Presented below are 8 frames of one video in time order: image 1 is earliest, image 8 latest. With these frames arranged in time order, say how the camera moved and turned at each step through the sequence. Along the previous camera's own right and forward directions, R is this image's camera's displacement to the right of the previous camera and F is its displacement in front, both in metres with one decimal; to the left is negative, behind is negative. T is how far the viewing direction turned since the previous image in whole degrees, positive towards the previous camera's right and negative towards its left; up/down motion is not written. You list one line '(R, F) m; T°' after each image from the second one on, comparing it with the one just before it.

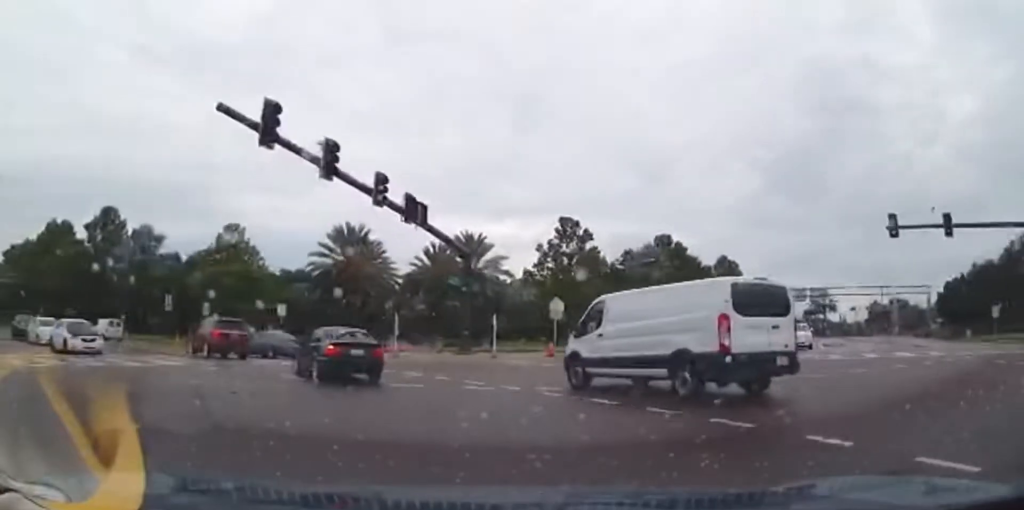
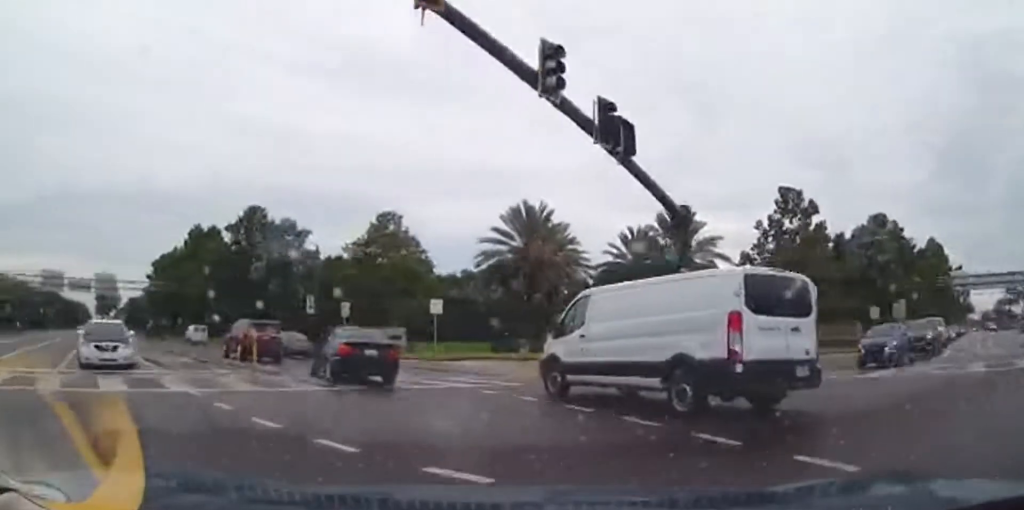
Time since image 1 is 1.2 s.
(-1.1, +9.2) m; -24°
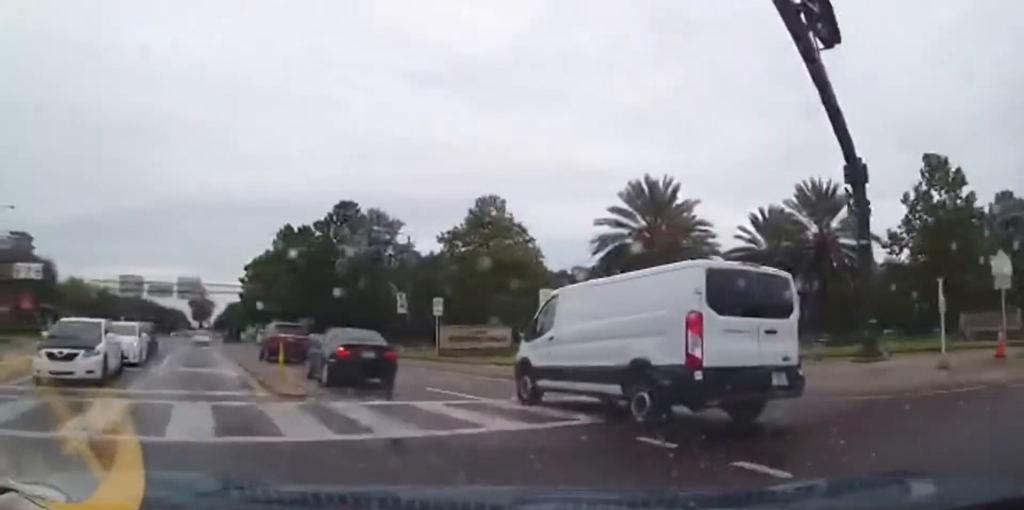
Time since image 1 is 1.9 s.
(-1.1, +5.9) m; -16°
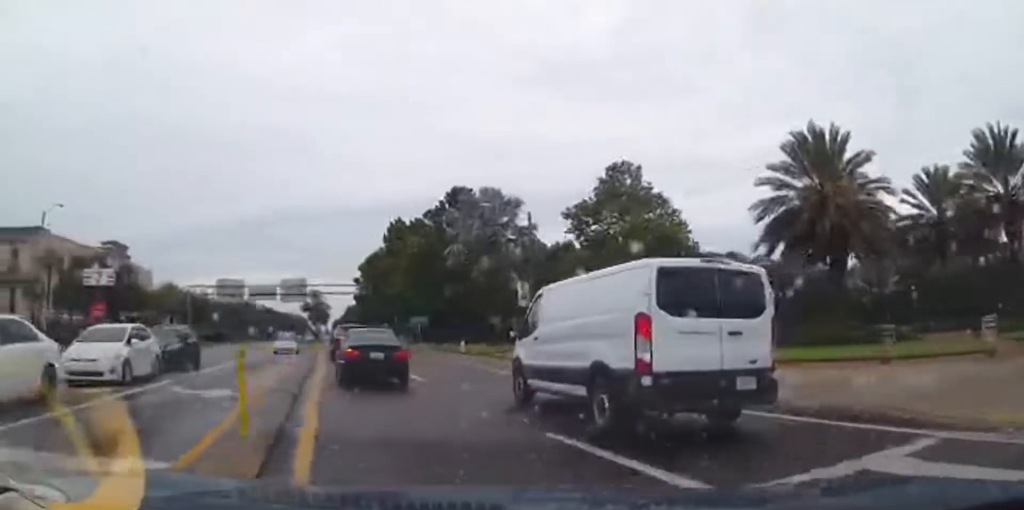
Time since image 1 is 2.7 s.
(-1.2, +7.1) m; -10°
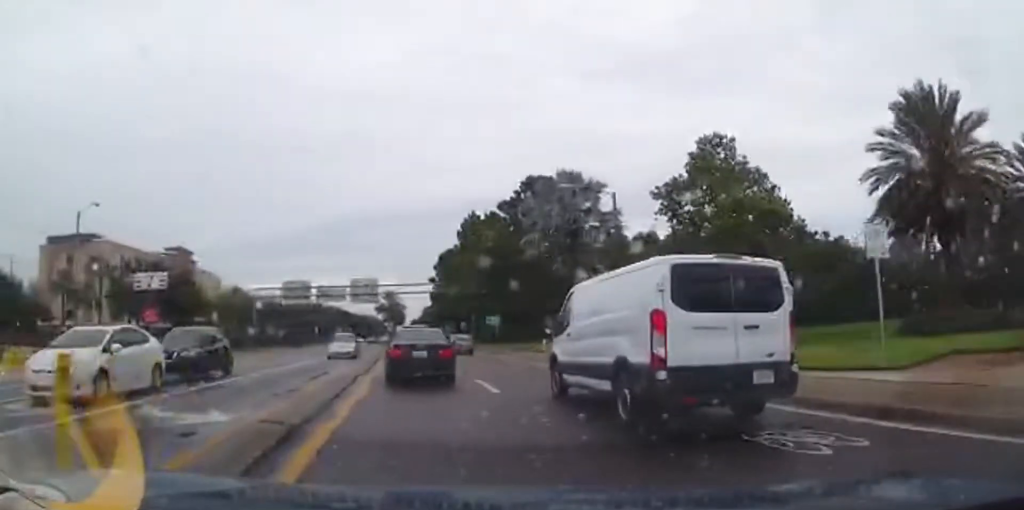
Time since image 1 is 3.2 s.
(0.0, +3.7) m; 0°
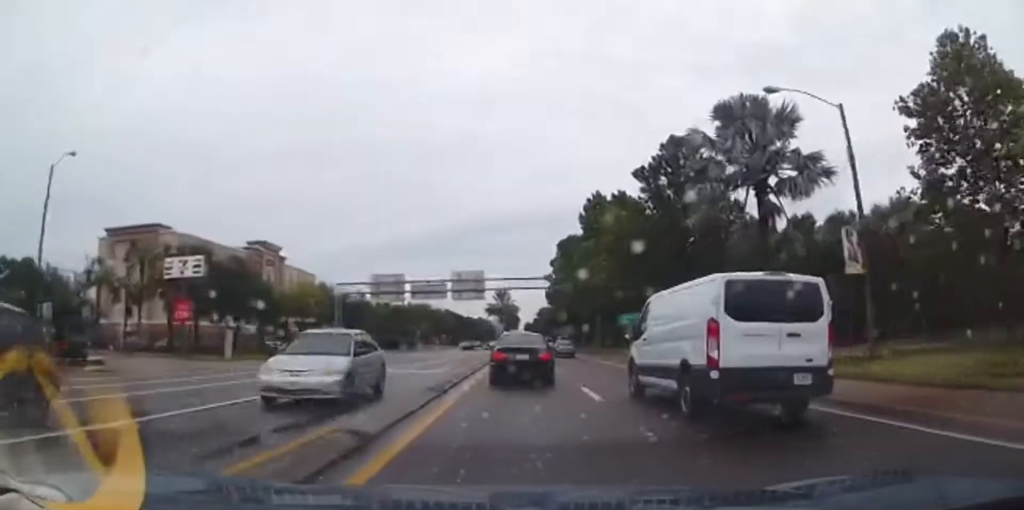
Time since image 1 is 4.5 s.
(-0.1, +11.4) m; -2°
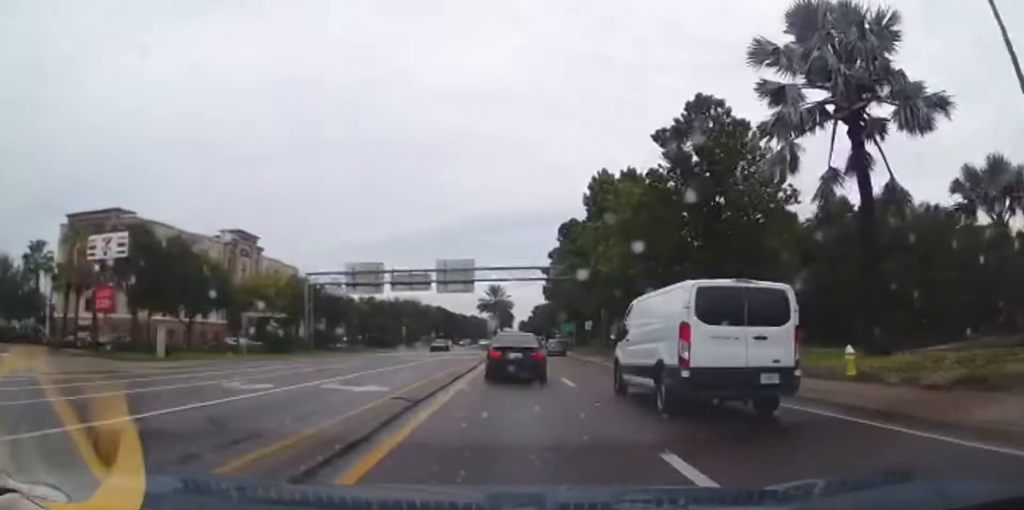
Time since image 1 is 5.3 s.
(-0.2, +6.9) m; -8°
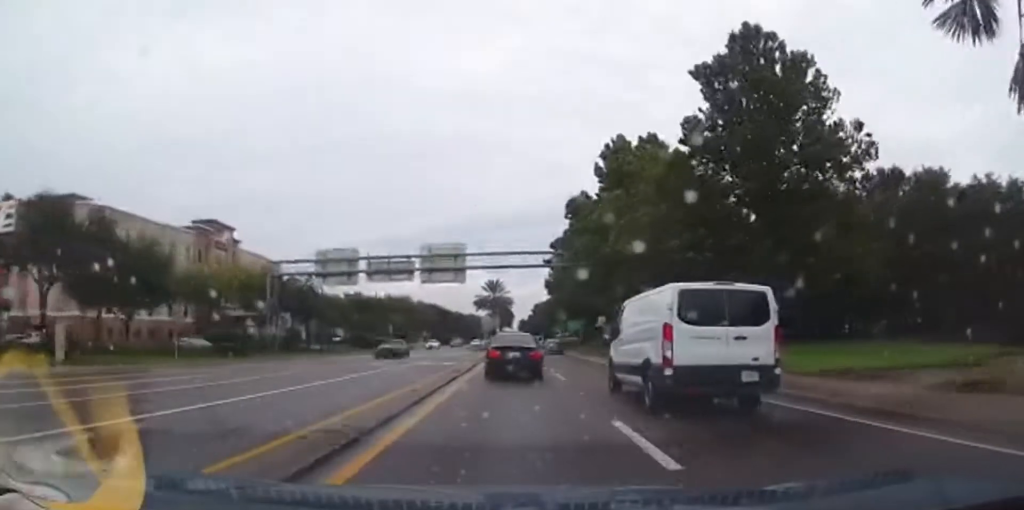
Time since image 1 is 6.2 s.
(-0.9, +8.2) m; -6°
